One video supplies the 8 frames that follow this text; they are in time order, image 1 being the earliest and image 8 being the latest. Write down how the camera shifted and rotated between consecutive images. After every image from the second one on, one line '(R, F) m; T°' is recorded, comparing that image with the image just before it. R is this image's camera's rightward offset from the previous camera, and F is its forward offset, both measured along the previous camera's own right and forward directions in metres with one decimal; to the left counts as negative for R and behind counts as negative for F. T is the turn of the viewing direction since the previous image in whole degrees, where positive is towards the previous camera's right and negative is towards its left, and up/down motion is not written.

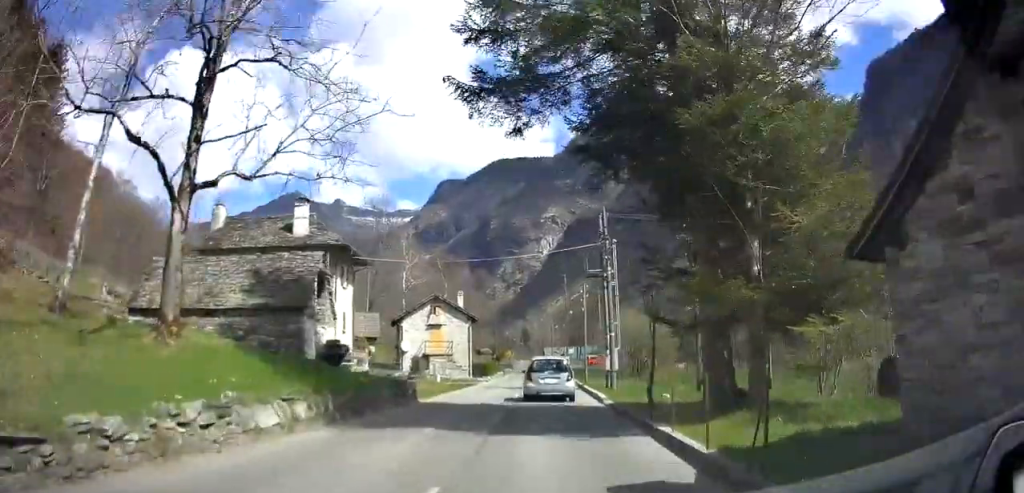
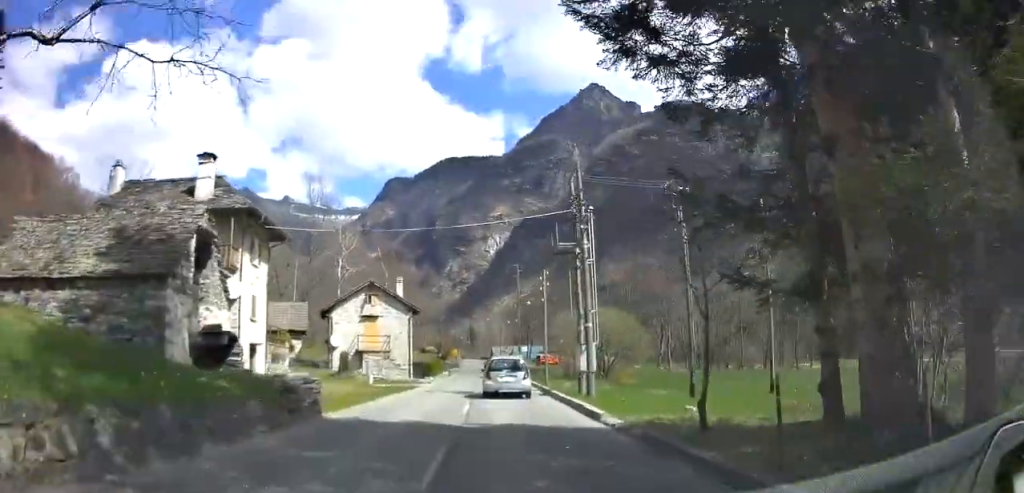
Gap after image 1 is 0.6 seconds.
(+0.1, +6.5) m; +2°
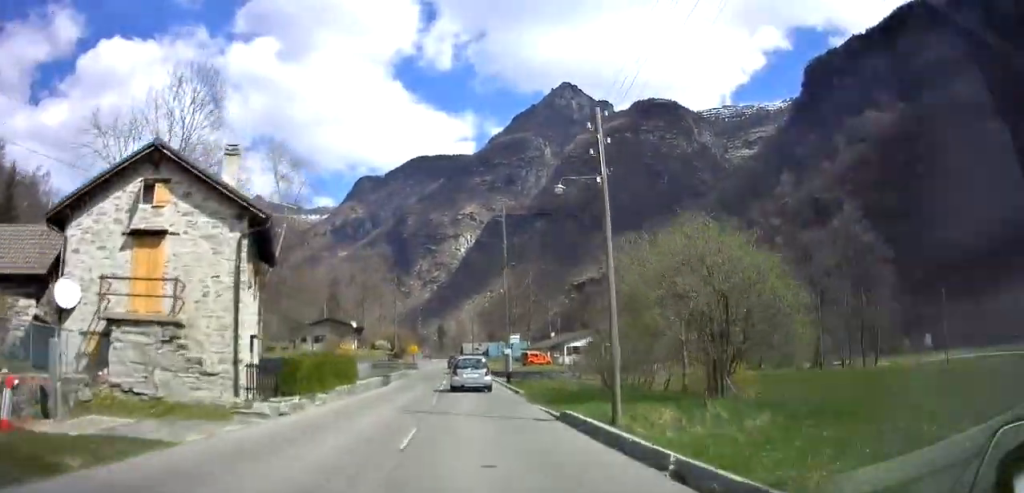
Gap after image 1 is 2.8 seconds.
(+1.3, +25.3) m; +7°
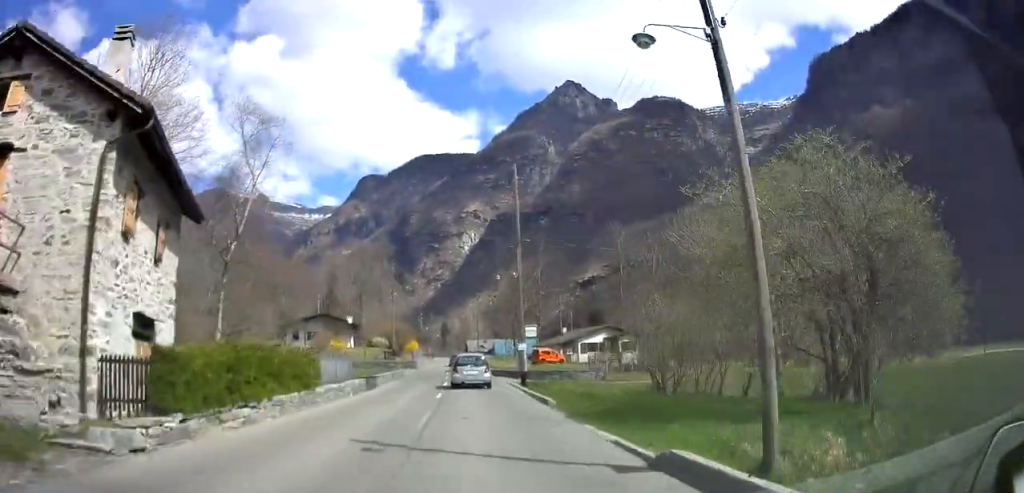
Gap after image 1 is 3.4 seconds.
(+0.4, +6.8) m; +1°
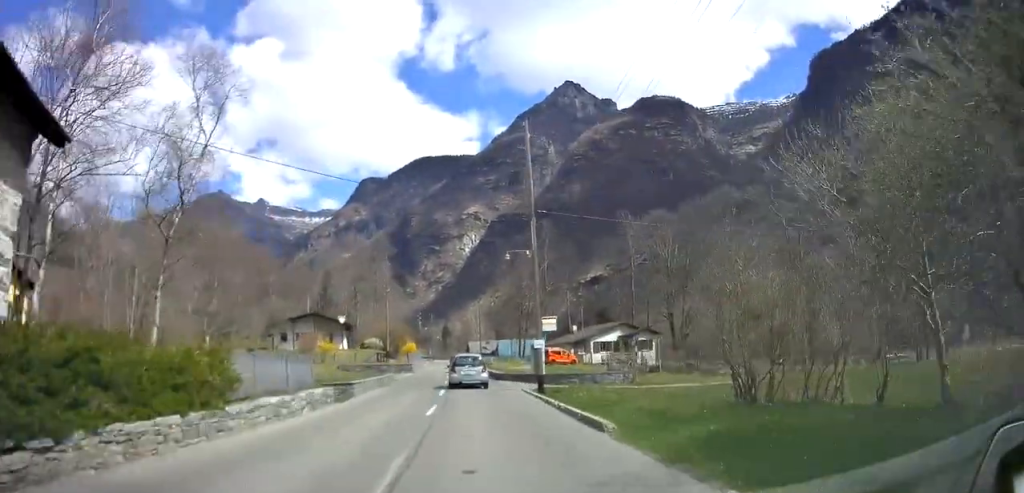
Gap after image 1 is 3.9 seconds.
(0.0, +6.1) m; 0°
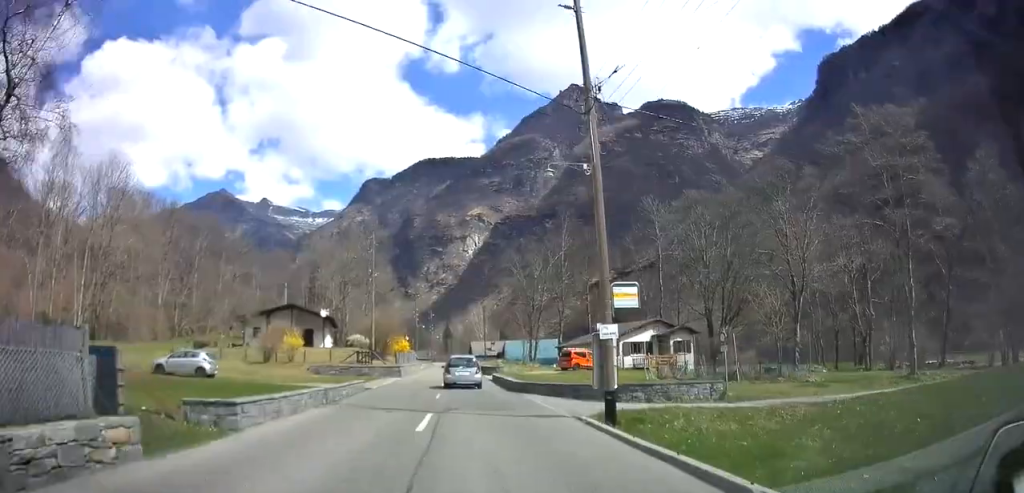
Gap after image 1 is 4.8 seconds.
(-0.2, +11.4) m; 0°
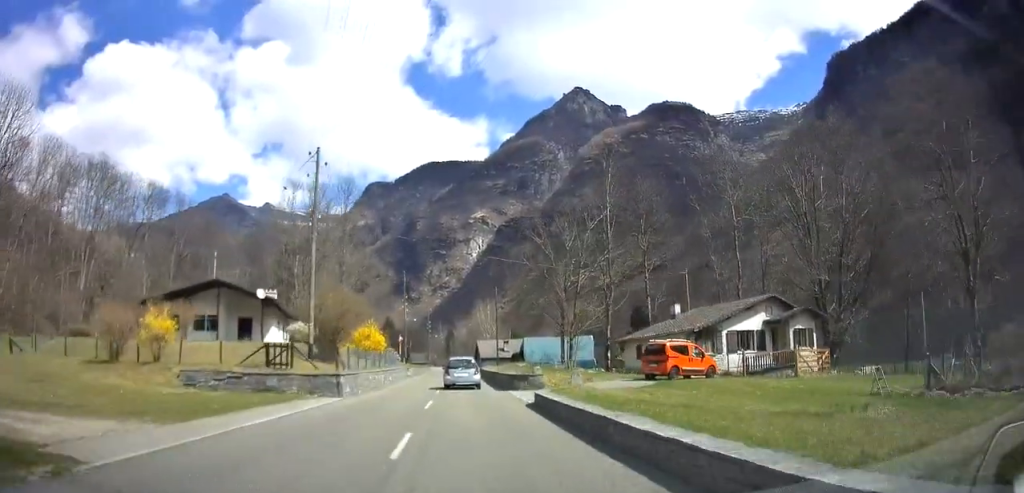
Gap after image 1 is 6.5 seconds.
(+0.1, +21.1) m; 0°
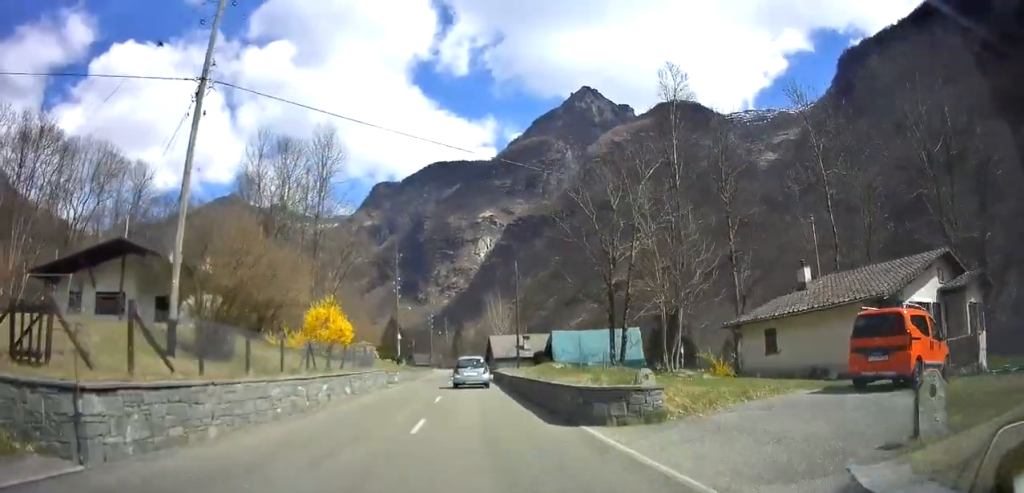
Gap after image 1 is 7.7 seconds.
(-0.2, +15.3) m; -2°
